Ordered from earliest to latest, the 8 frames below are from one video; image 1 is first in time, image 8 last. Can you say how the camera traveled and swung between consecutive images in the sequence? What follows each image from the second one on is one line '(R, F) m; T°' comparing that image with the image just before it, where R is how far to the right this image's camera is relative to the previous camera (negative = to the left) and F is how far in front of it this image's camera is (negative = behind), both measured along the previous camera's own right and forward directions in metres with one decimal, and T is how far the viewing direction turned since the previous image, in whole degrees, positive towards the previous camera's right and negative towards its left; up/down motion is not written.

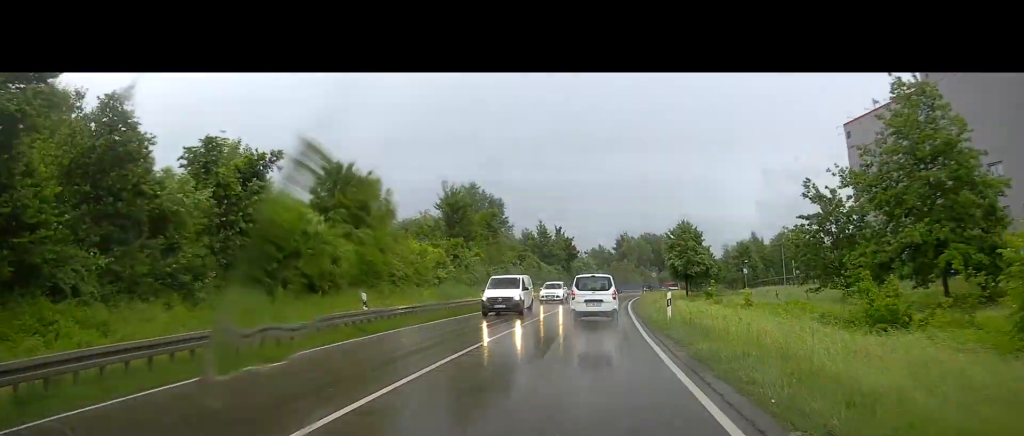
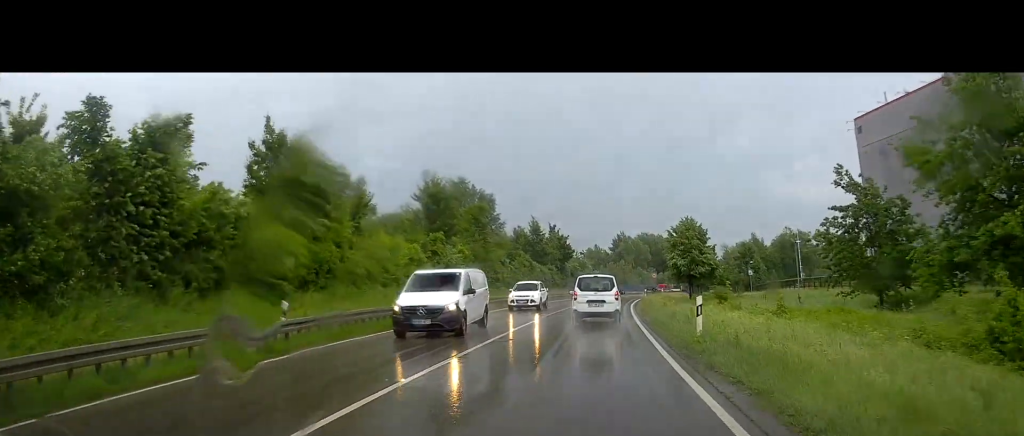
(-0.1, +6.1) m; +1°
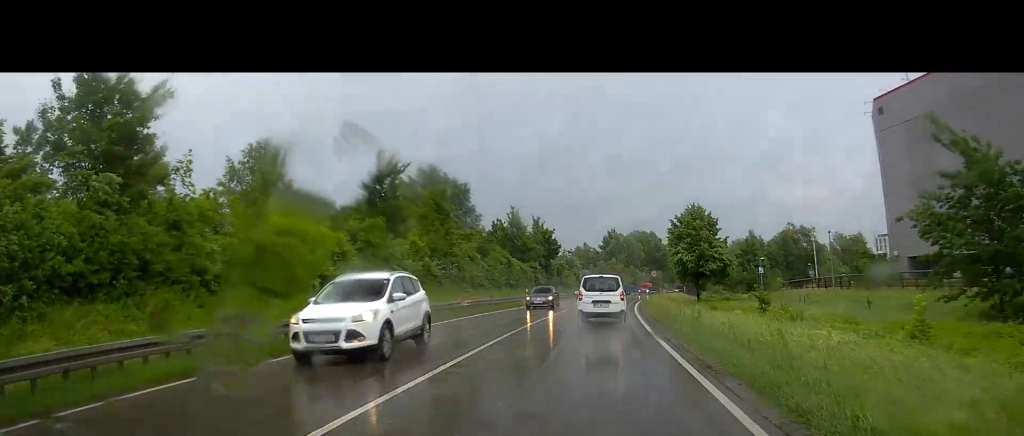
(+0.3, +12.2) m; 0°
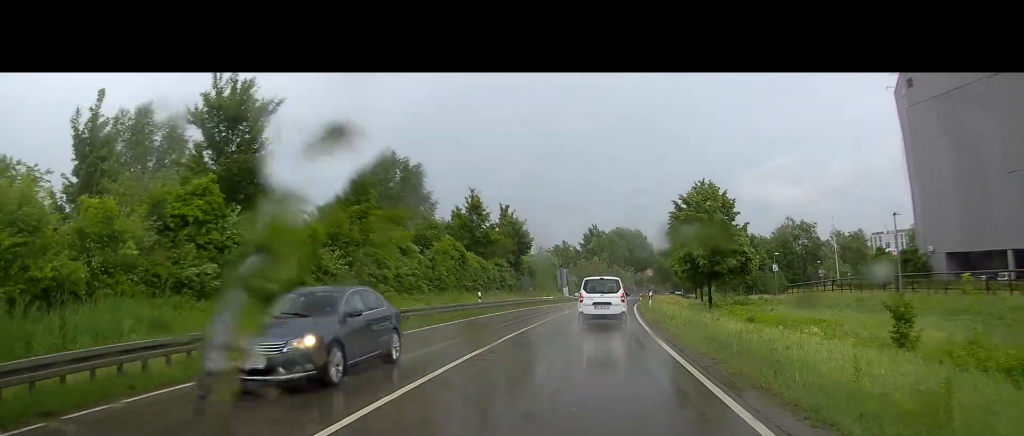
(-0.2, +15.2) m; 0°
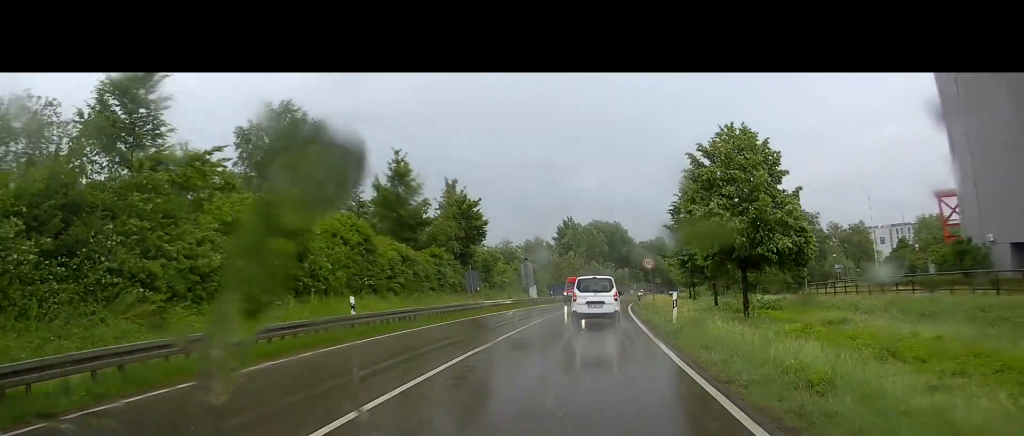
(+0.7, +17.3) m; +4°
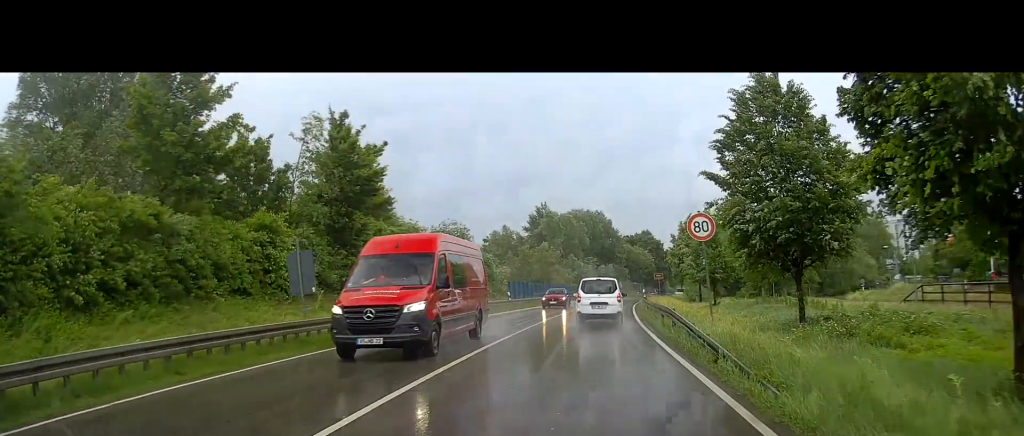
(-0.1, +23.0) m; 0°
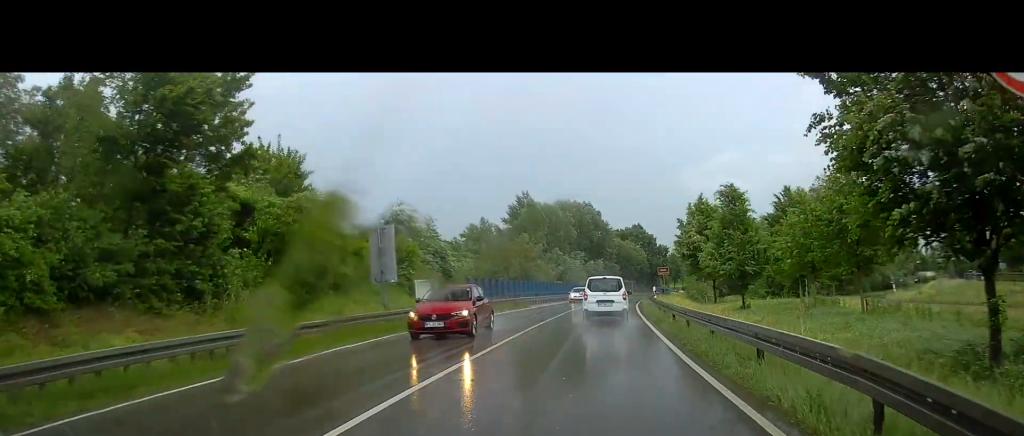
(+0.5, +13.6) m; +2°
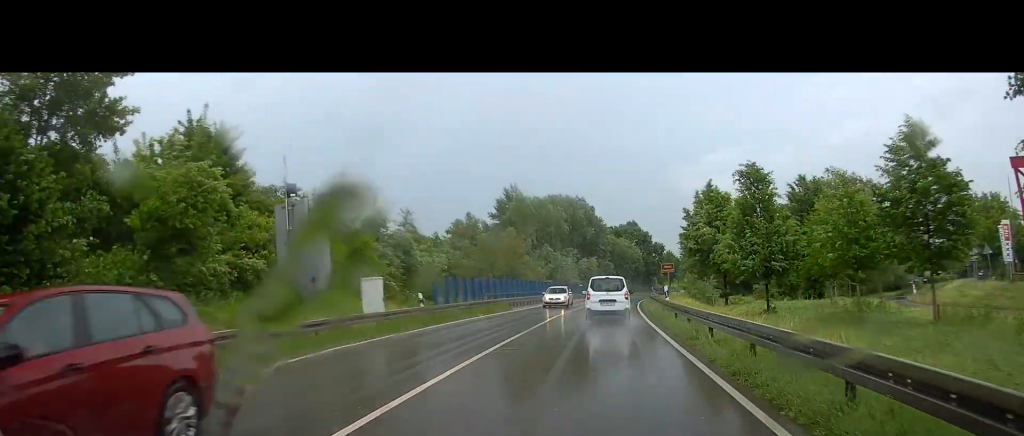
(0.0, +7.1) m; 0°
